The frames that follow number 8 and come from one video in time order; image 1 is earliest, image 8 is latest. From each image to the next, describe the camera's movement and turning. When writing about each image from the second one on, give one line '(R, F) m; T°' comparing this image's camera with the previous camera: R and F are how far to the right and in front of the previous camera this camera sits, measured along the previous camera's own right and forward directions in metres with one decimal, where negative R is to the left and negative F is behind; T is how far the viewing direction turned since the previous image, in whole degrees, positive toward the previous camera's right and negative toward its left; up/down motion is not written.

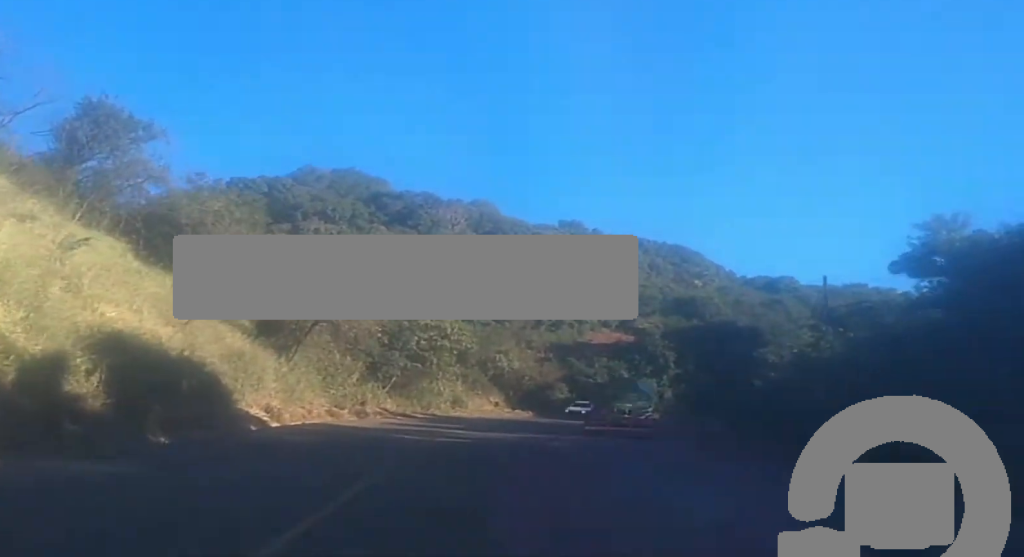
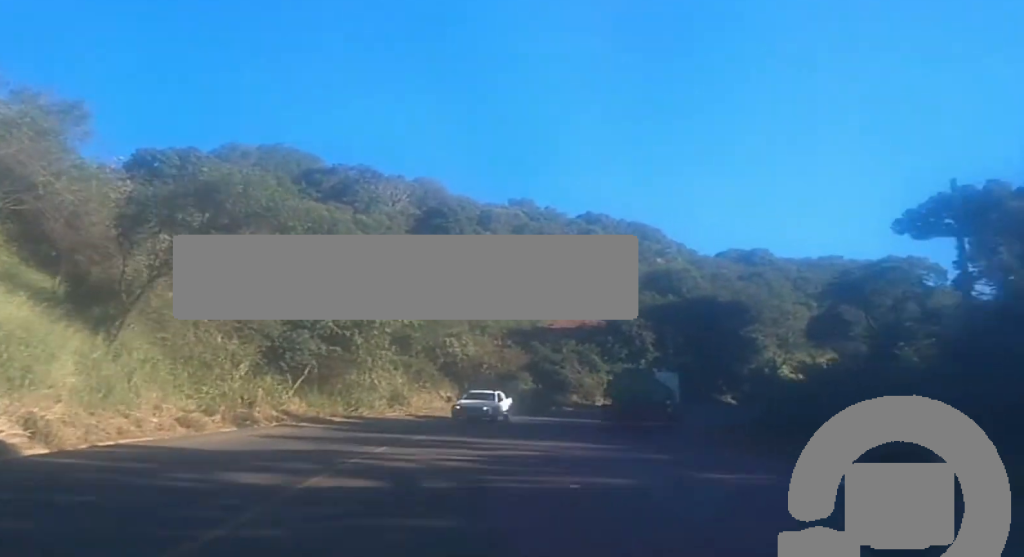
(+0.3, +15.8) m; +1°
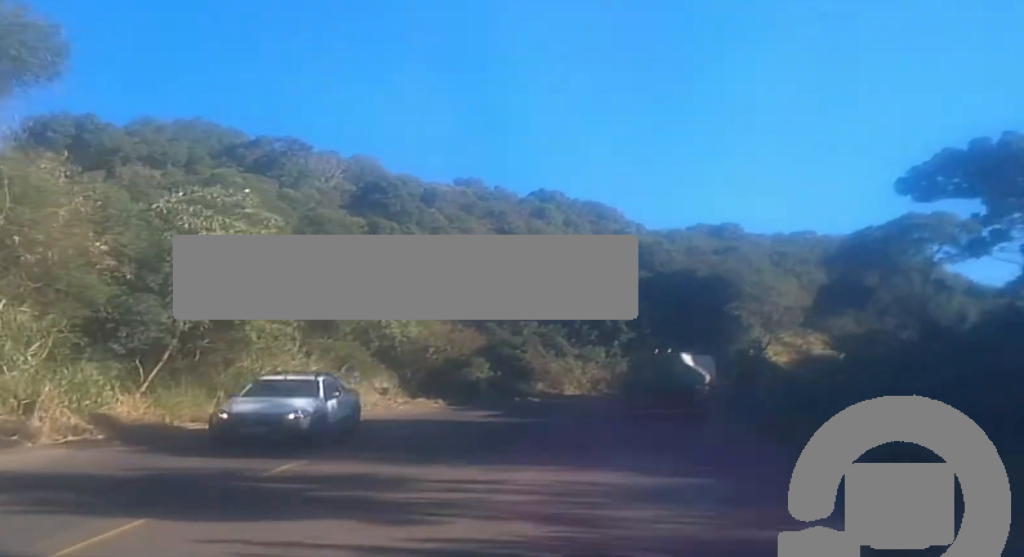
(0.0, +12.9) m; 0°
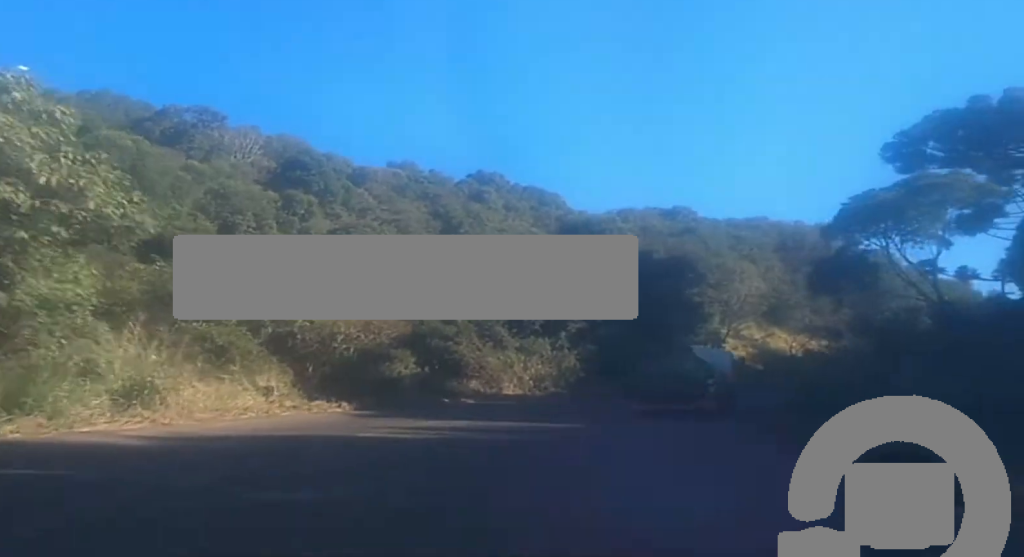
(0.0, +11.4) m; 0°
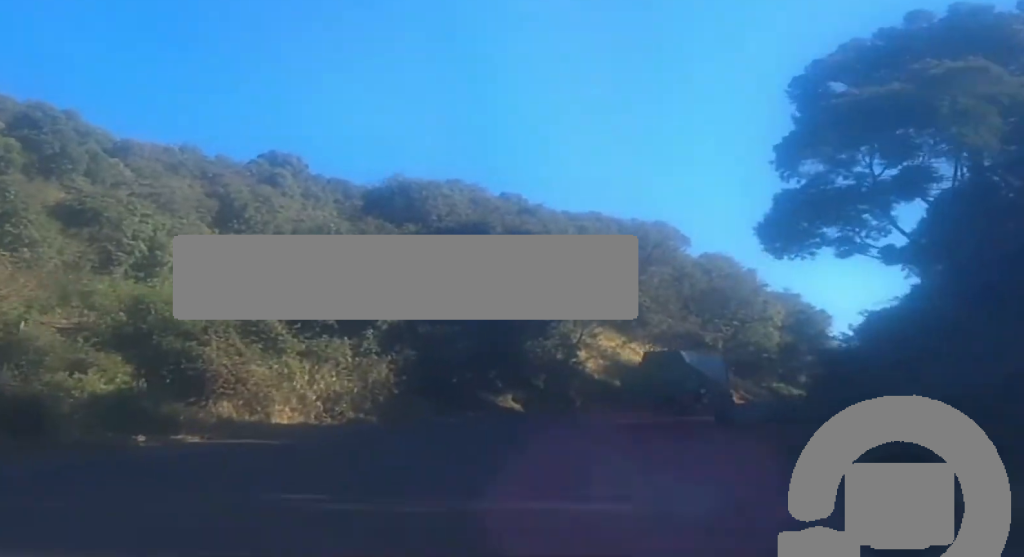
(0.0, +22.2) m; +4°
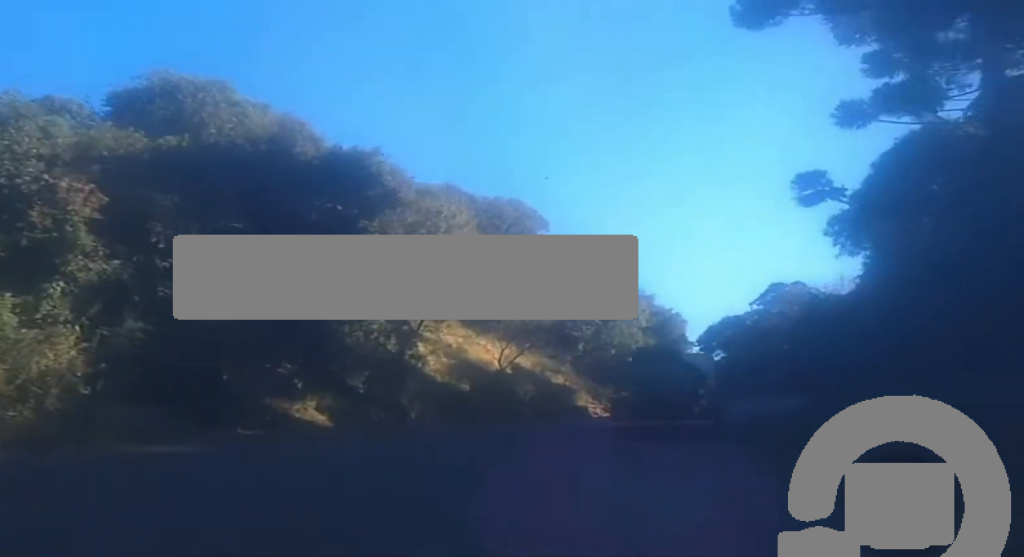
(+0.7, +19.1) m; +10°
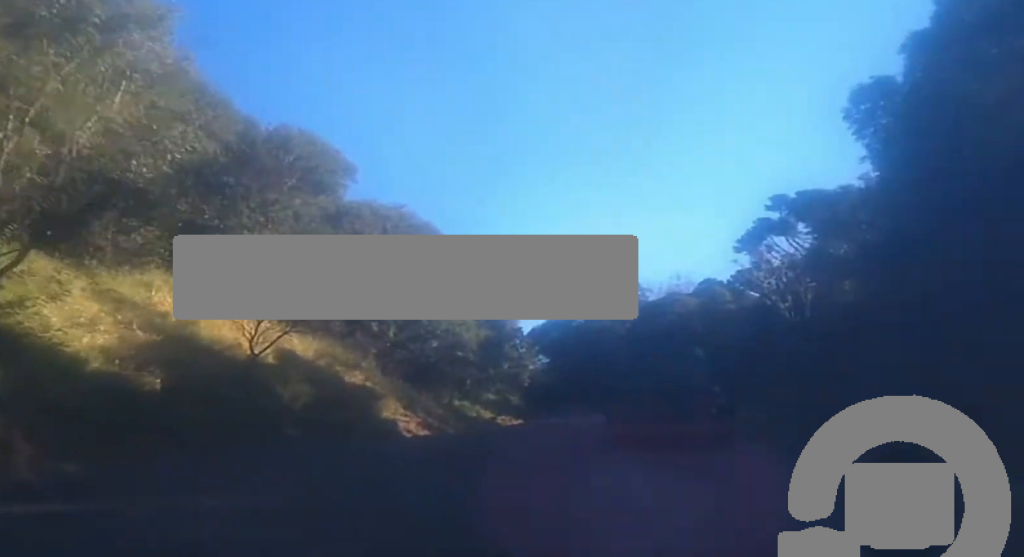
(+4.2, +25.6) m; +11°
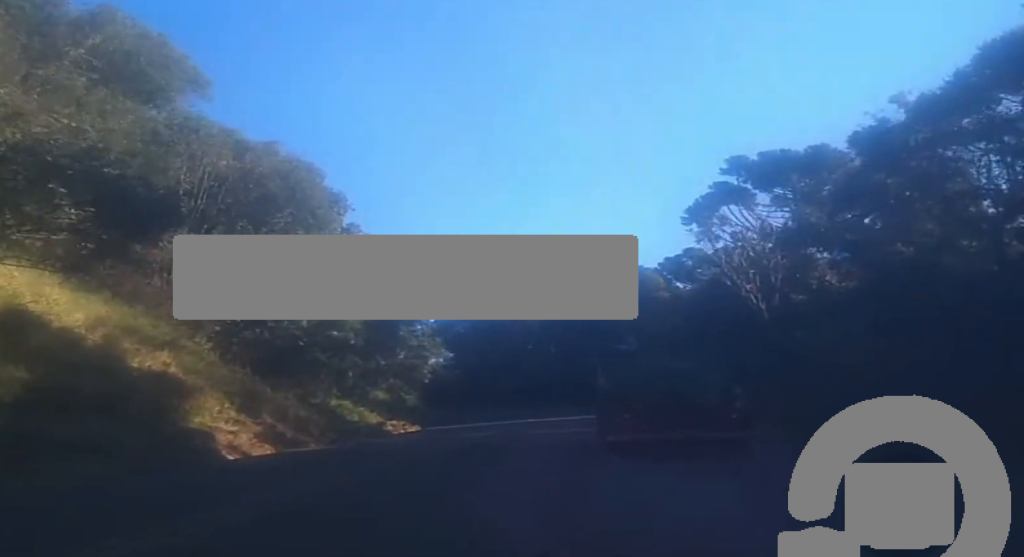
(+0.4, +16.7) m; +3°
